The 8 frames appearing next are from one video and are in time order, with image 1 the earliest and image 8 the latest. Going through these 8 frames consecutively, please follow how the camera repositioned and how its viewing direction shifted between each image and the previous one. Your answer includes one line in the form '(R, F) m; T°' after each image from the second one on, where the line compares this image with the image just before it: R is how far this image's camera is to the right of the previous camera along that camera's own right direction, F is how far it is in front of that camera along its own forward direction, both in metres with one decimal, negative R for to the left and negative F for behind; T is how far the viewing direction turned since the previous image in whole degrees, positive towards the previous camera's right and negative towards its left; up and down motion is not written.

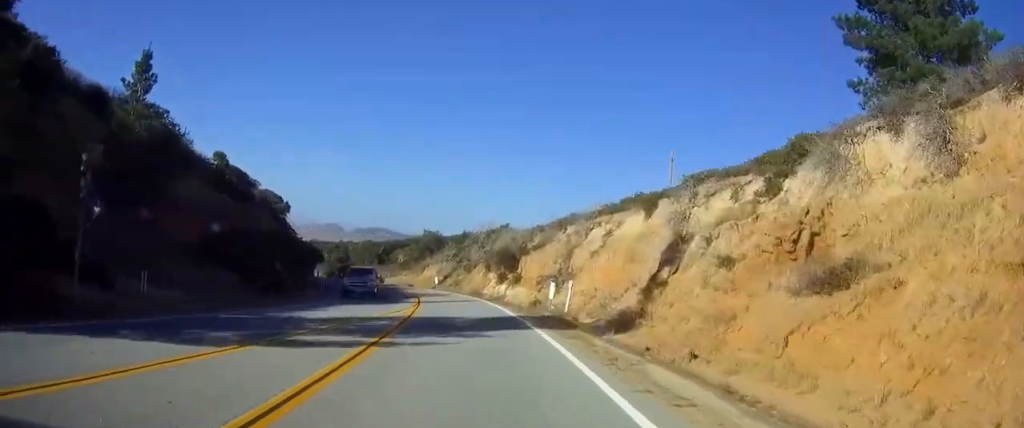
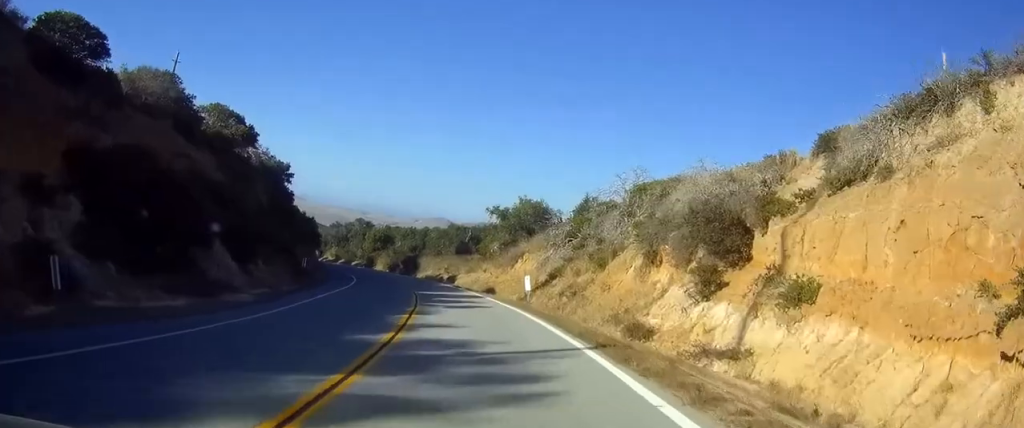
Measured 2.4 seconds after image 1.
(-3.2, +39.6) m; -11°
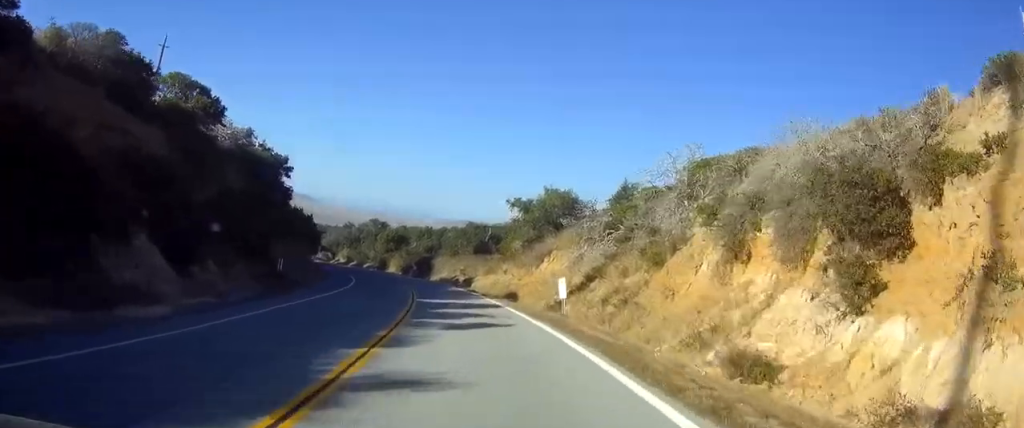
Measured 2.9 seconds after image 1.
(-0.1, +8.6) m; -2°
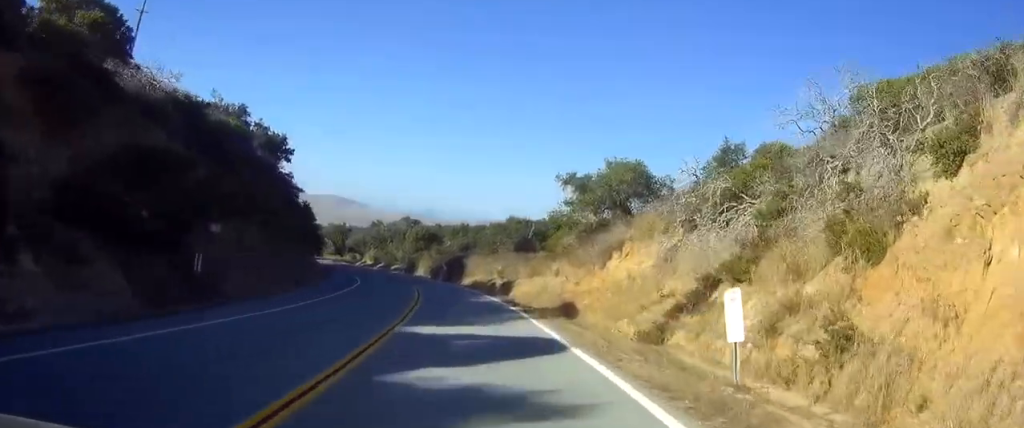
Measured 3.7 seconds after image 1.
(-0.7, +13.9) m; -3°
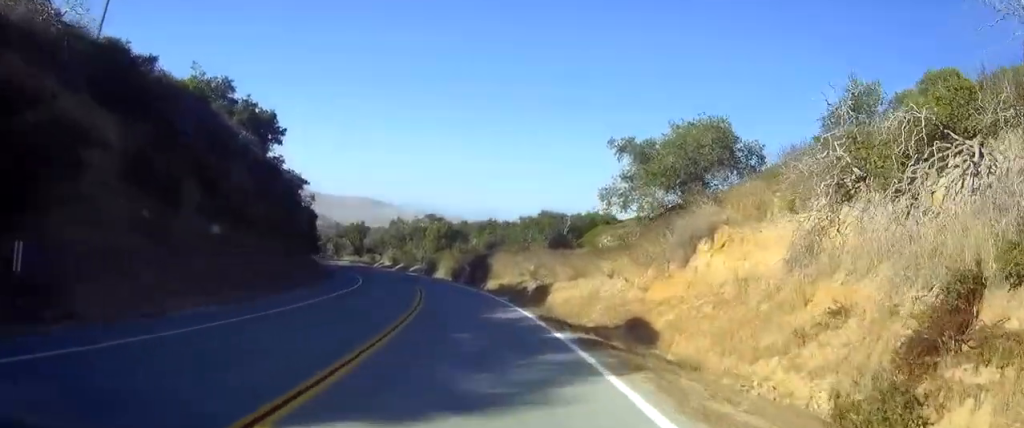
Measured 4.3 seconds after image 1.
(0.0, +10.8) m; -2°
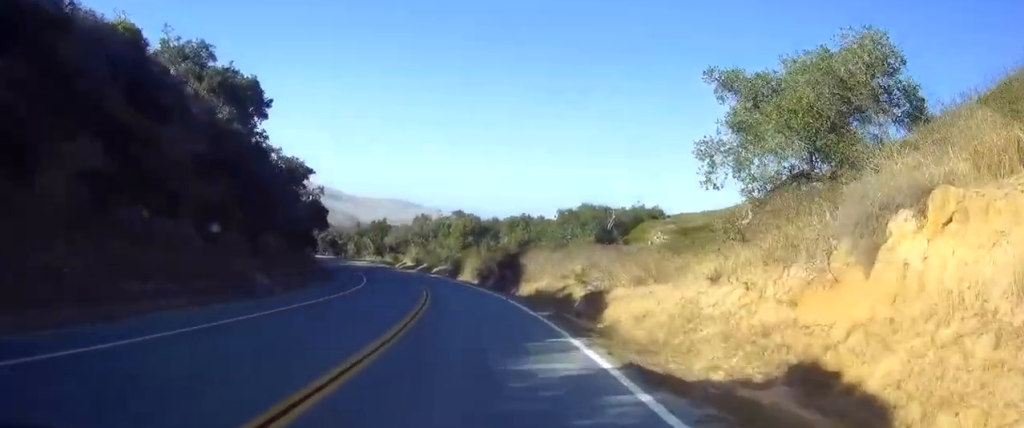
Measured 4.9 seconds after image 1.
(0.0, +10.7) m; -2°
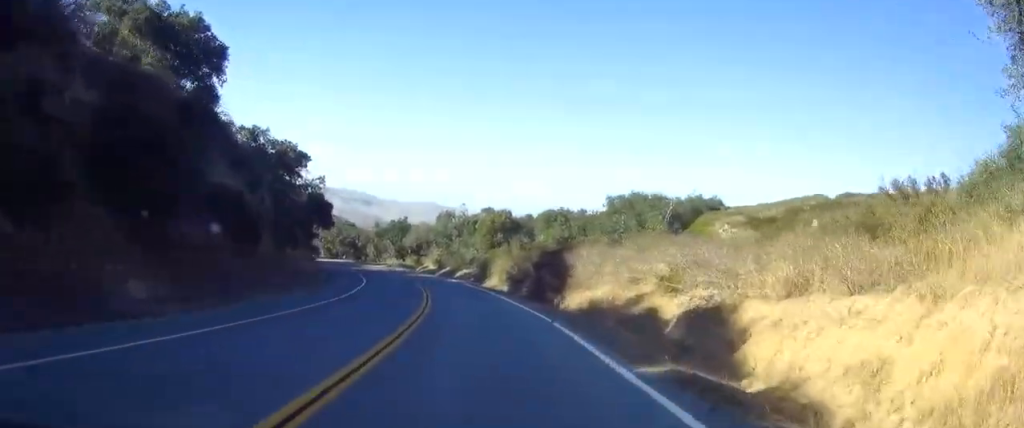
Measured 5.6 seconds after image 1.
(-0.3, +12.4) m; -4°
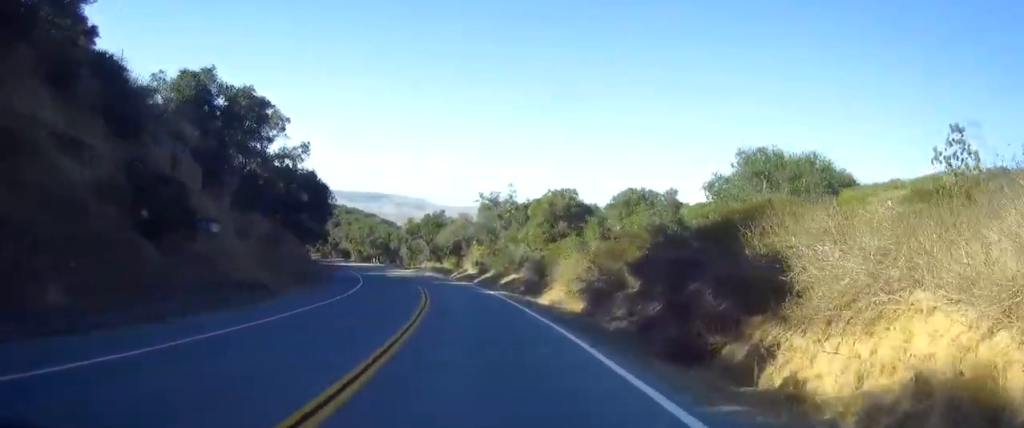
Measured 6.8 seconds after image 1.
(-1.3, +19.5) m; -5°
